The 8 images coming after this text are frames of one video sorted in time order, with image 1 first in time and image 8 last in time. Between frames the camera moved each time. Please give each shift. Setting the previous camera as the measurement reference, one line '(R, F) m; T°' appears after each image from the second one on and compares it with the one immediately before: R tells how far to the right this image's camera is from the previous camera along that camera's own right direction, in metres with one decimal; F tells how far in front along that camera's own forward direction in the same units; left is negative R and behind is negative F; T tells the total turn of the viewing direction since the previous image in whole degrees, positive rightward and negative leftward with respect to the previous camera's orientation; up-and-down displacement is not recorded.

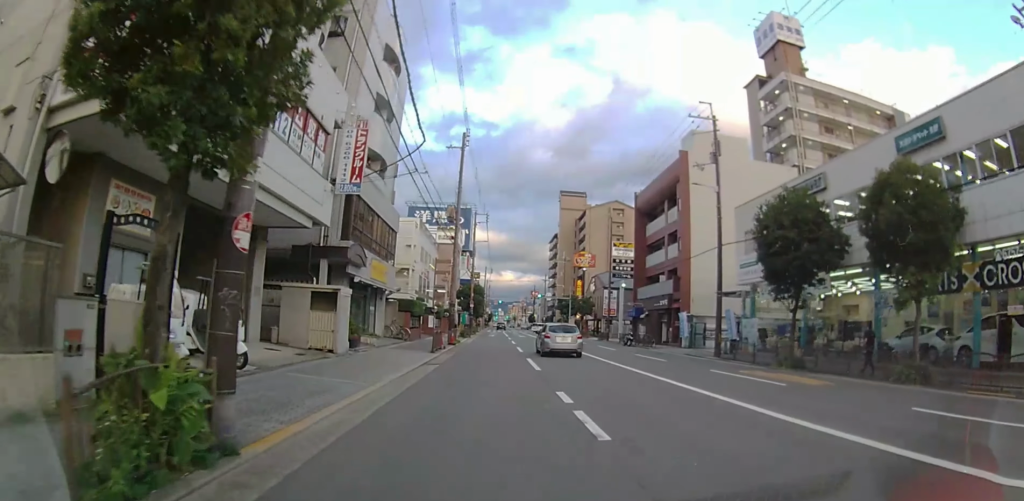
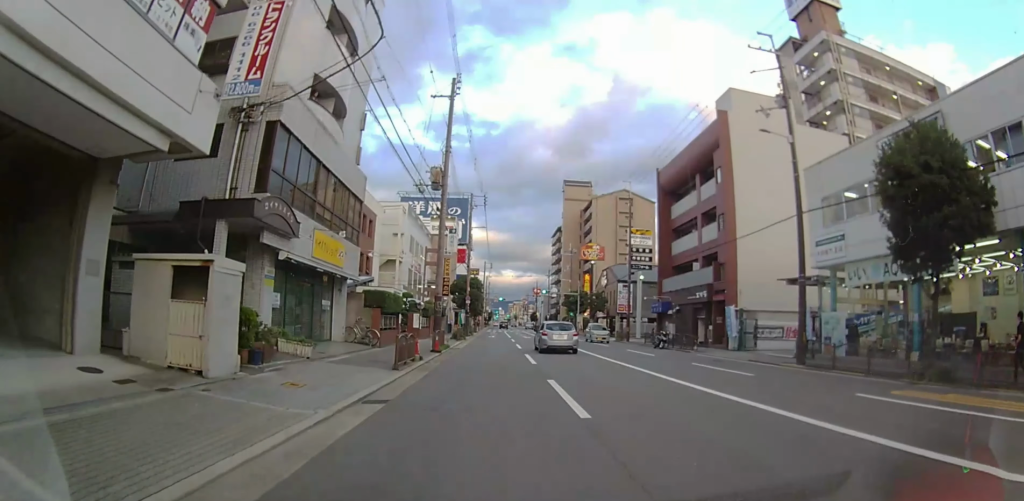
(0.0, +7.7) m; -1°
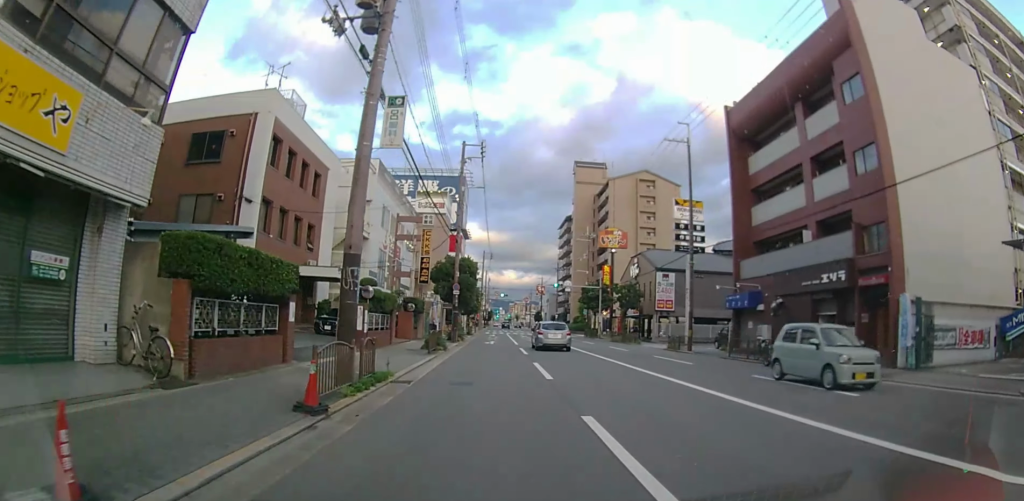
(-0.4, +15.0) m; -2°
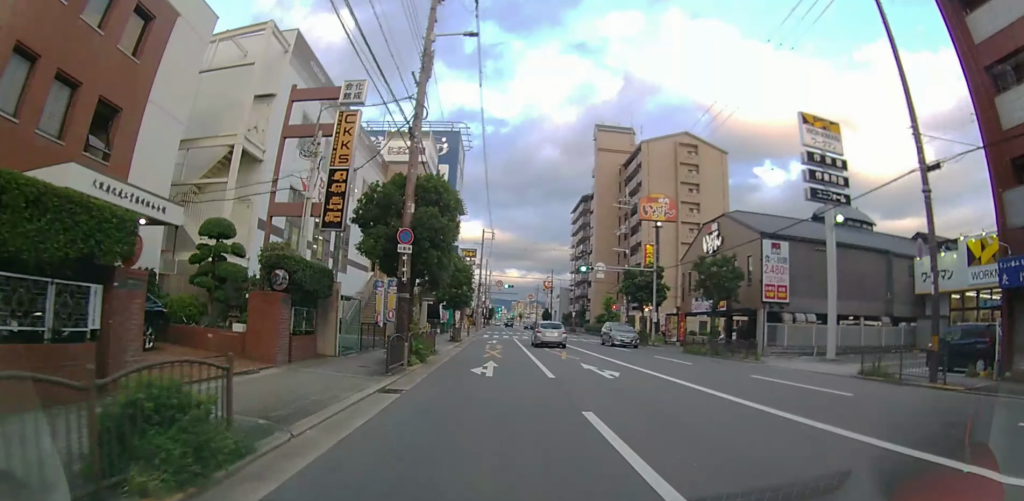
(0.0, +19.4) m; 0°
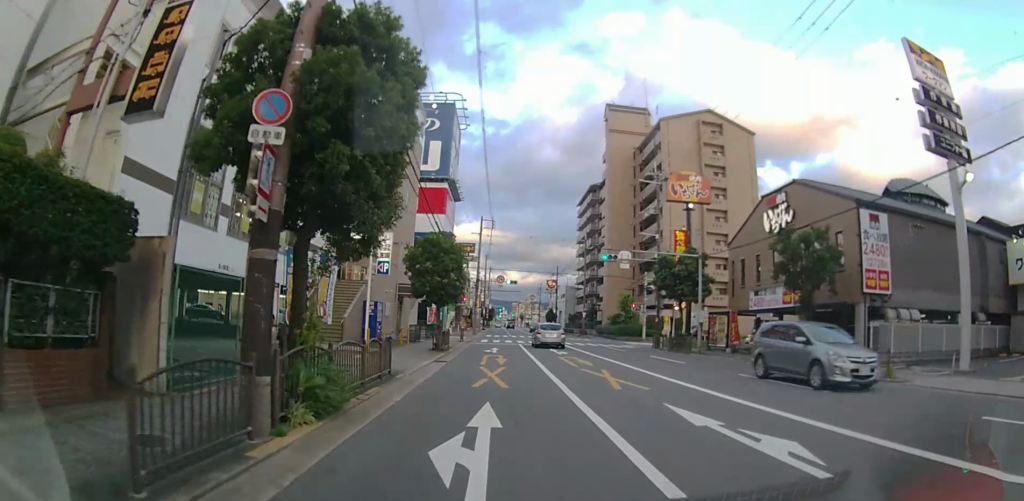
(+0.1, +9.0) m; 0°
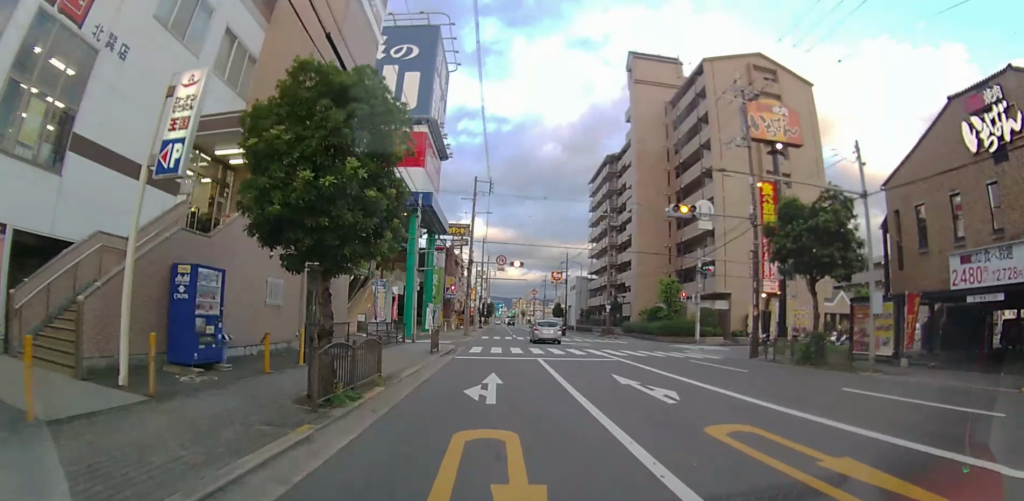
(0.0, +15.7) m; 0°
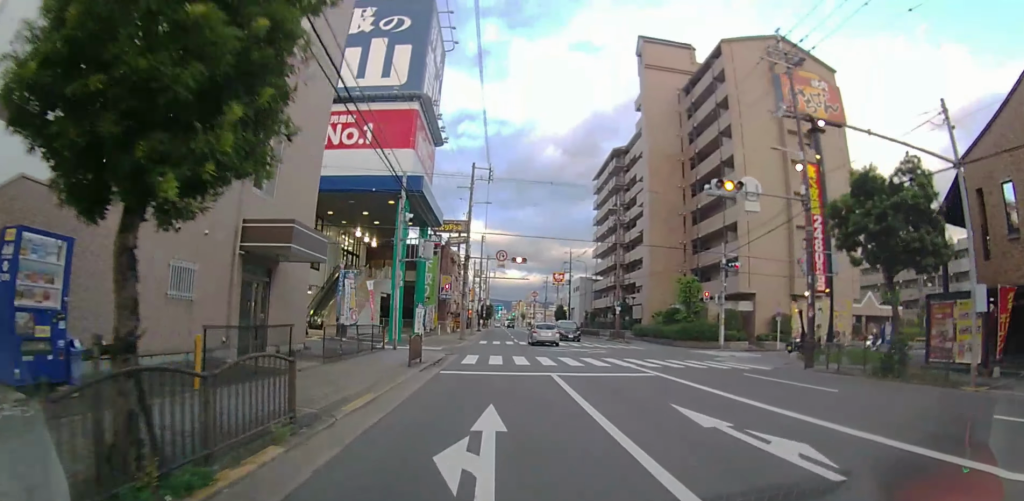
(0.0, +4.8) m; 0°
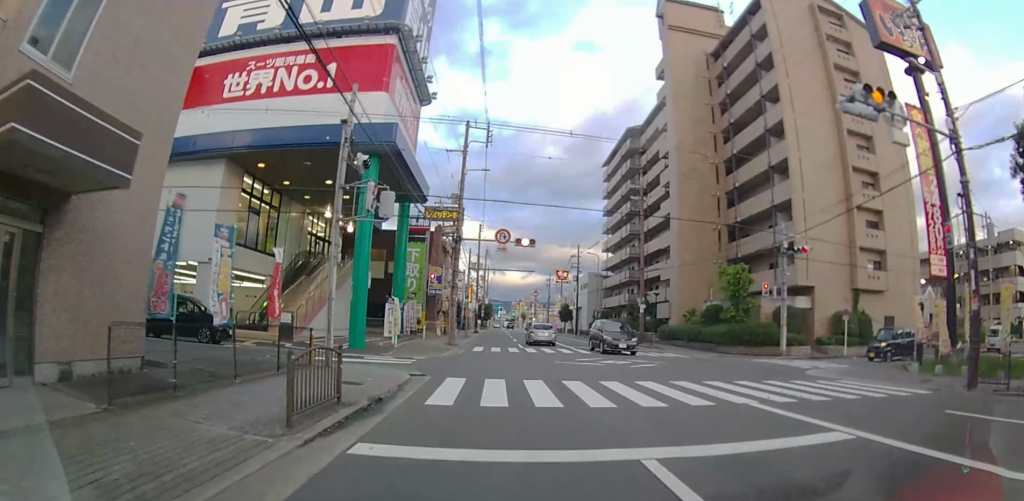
(0.0, +8.7) m; 0°
